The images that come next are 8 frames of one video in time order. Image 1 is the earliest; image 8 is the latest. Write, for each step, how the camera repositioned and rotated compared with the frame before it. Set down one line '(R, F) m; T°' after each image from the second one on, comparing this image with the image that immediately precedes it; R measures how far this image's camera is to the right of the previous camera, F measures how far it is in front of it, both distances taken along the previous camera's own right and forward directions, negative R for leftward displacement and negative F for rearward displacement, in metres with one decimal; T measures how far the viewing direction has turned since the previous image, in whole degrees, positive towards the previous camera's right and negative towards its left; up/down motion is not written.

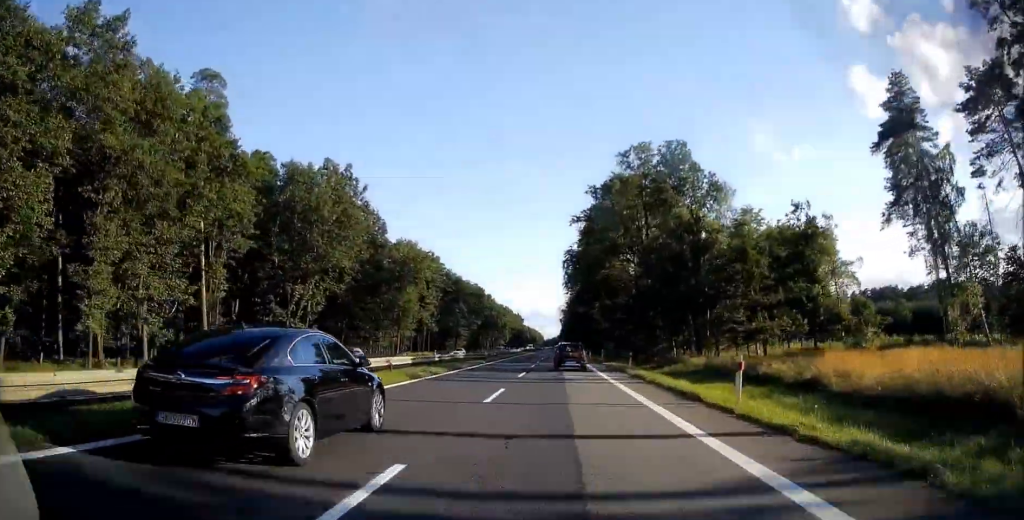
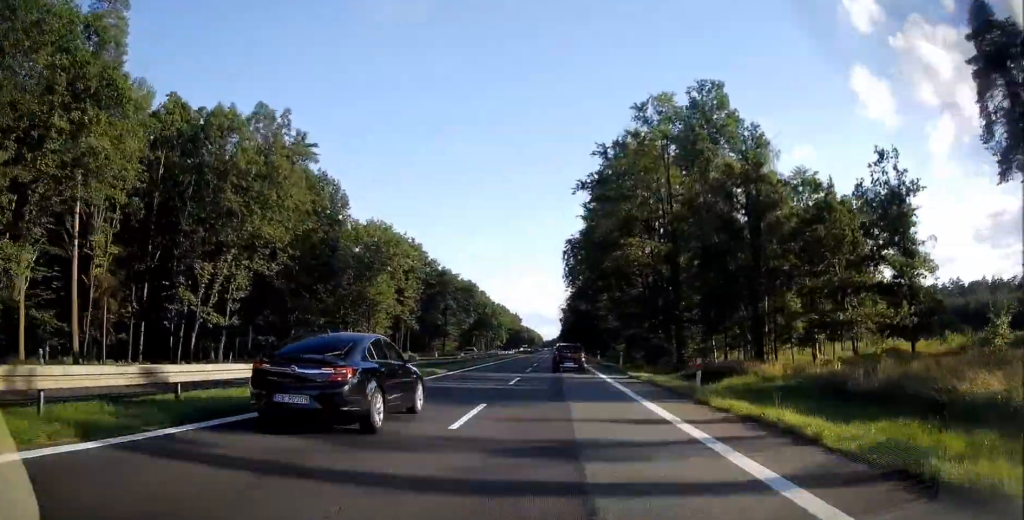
(0.0, +16.7) m; 0°
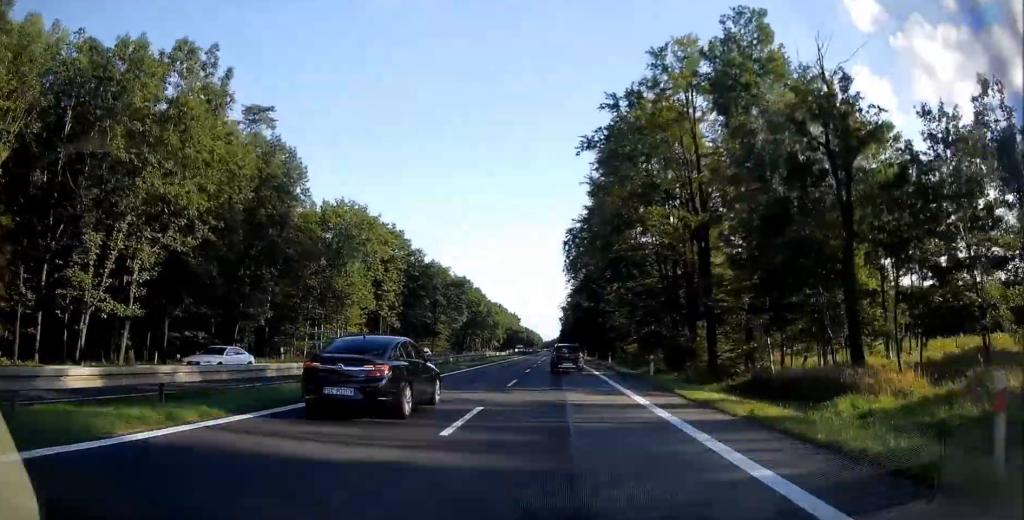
(+0.1, +12.6) m; 0°
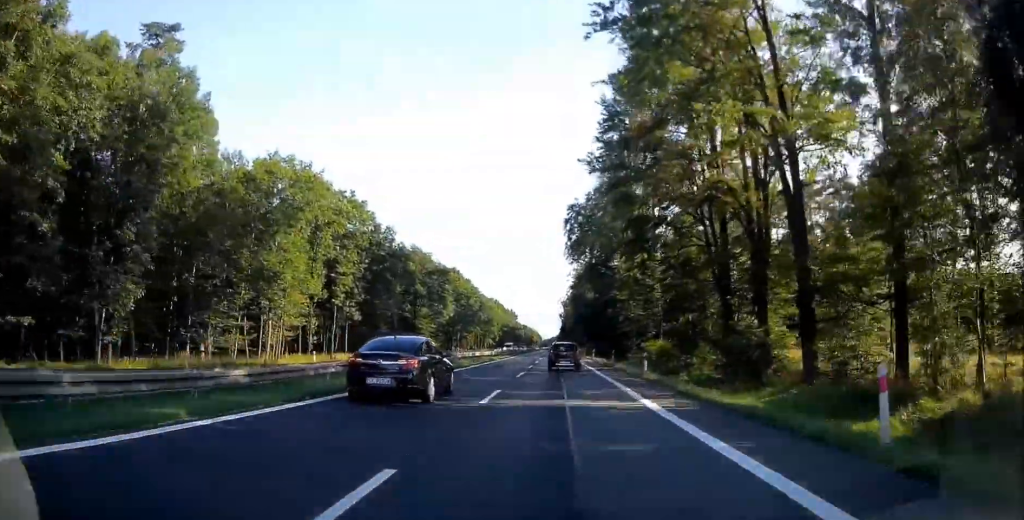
(0.0, +18.8) m; 0°
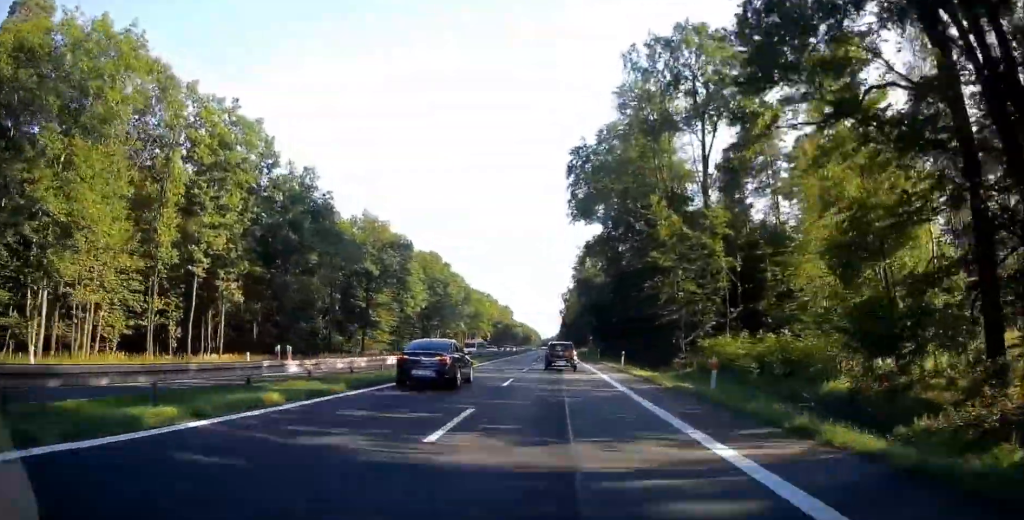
(0.0, +29.5) m; 0°
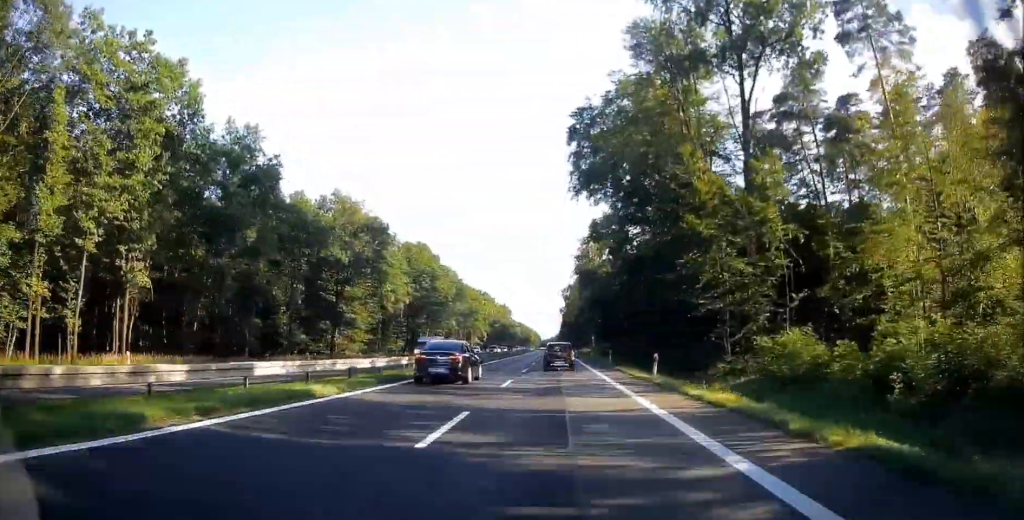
(-0.1, +11.5) m; 0°
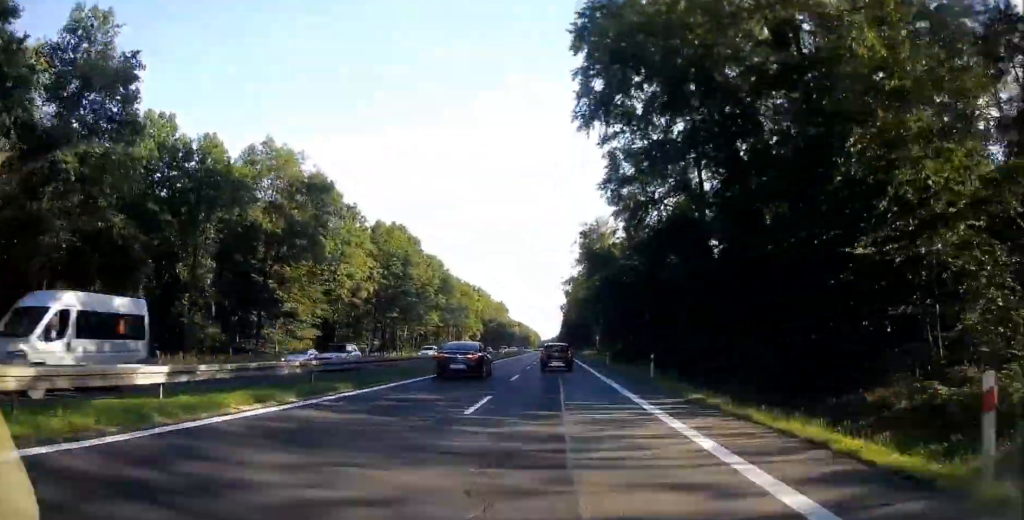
(-0.1, +19.8) m; 0°
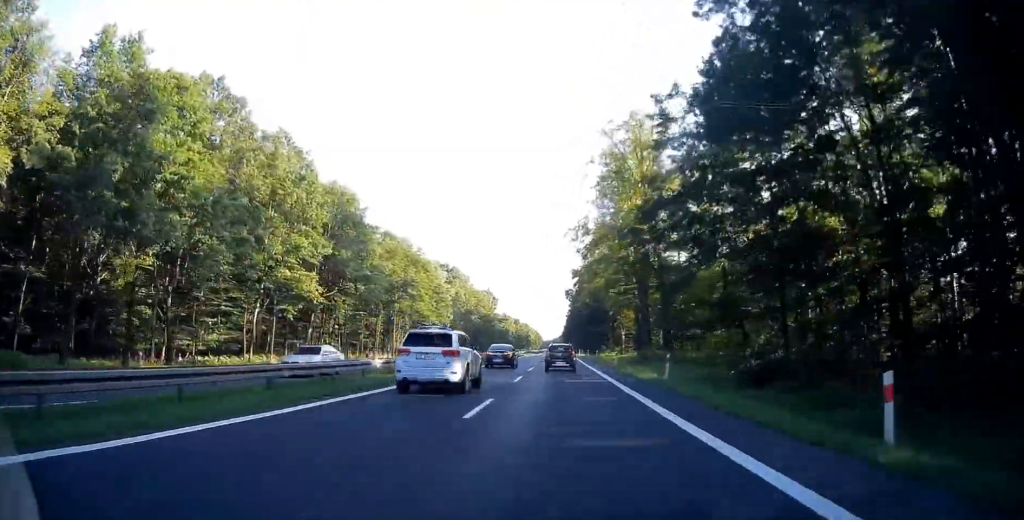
(+0.1, +59.5) m; 0°
